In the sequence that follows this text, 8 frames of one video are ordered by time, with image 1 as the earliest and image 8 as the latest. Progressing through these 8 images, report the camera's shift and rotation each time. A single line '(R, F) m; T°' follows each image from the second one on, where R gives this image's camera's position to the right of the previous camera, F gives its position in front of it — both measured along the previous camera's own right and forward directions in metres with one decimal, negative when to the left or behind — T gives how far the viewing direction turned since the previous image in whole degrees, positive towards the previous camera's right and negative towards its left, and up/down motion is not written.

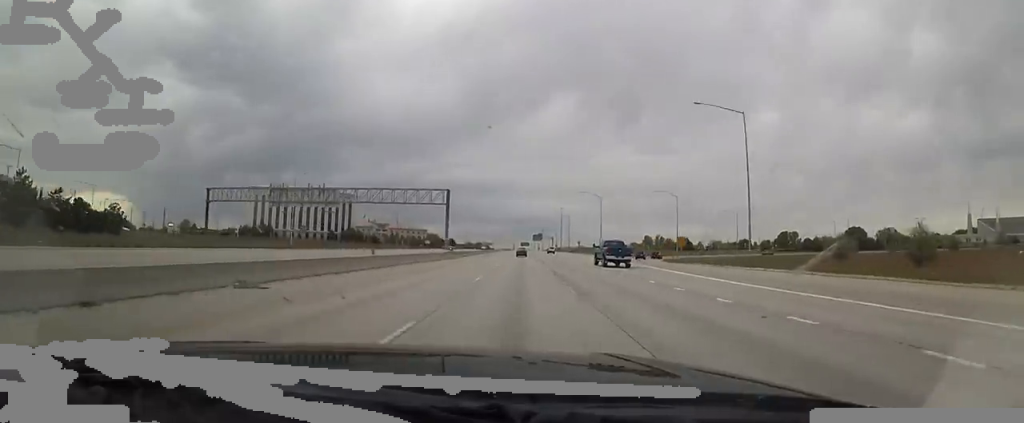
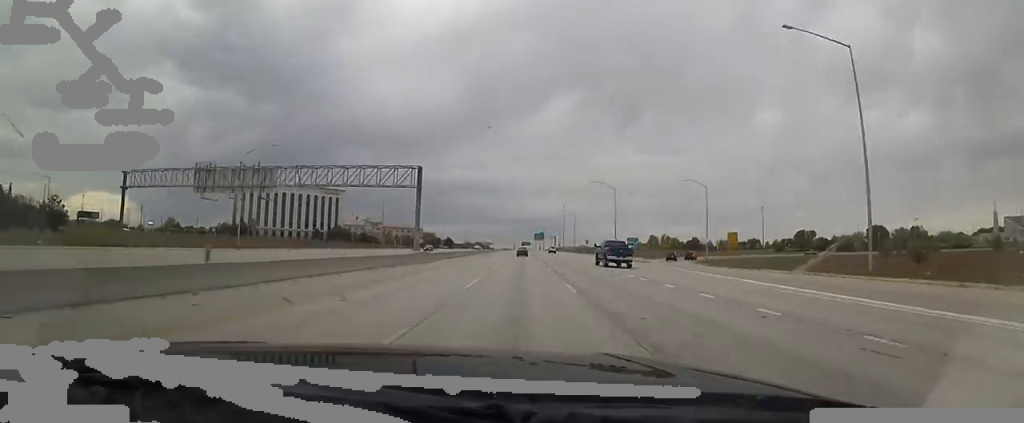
(0.0, +18.0) m; +2°
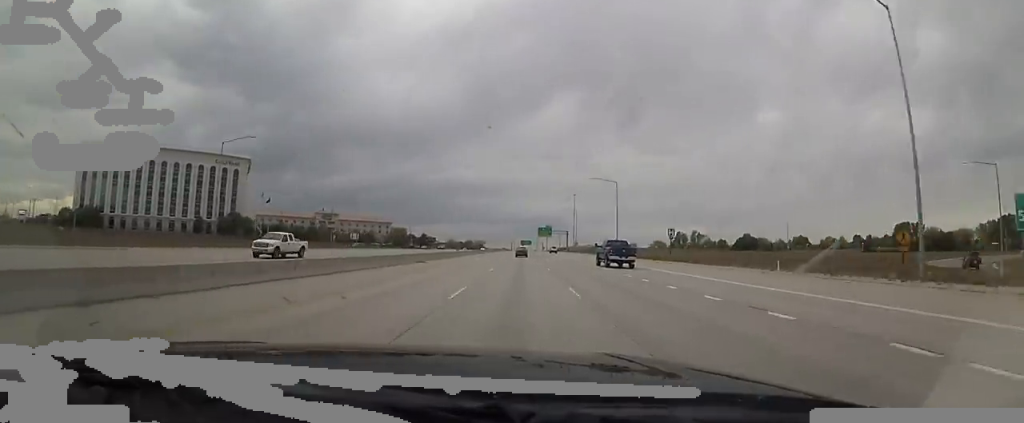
(+2.6, +76.0) m; +1°
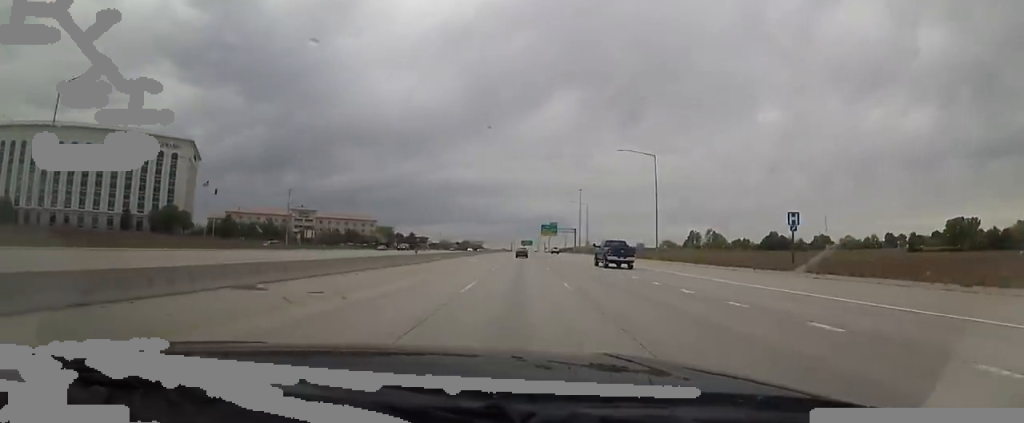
(+0.2, +25.1) m; +1°
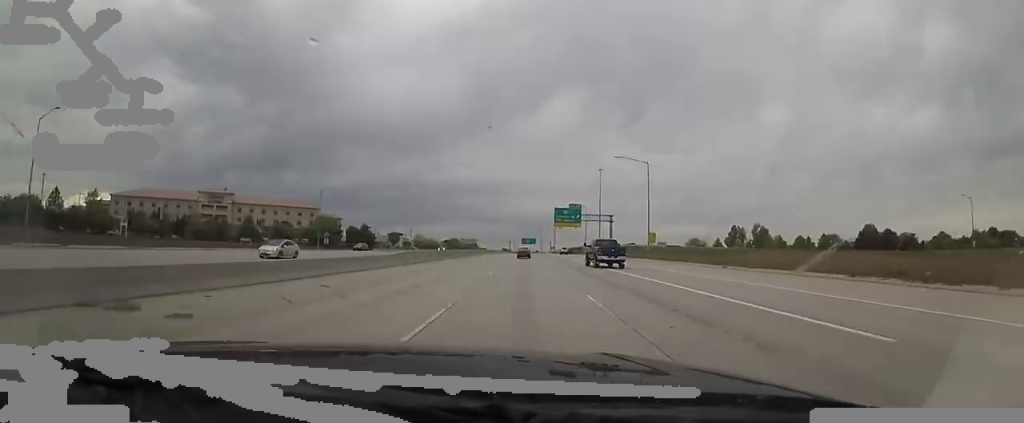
(-0.9, +63.4) m; -1°
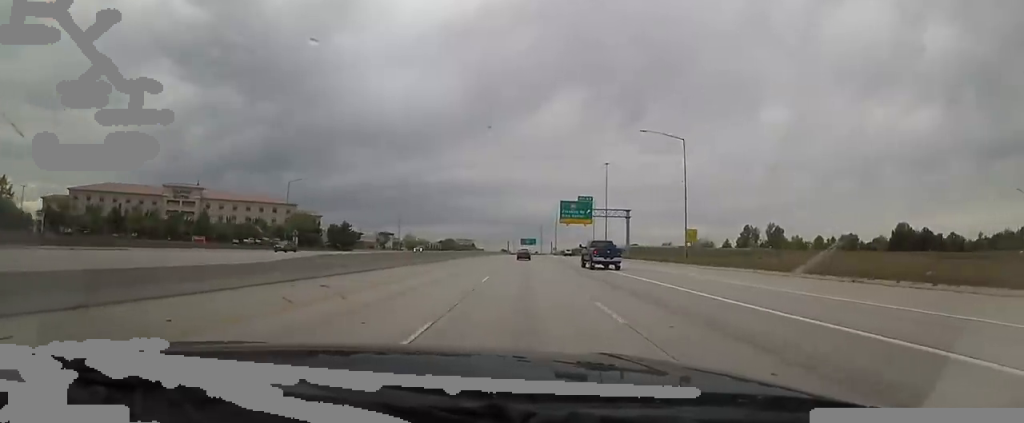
(-0.1, +16.5) m; +1°
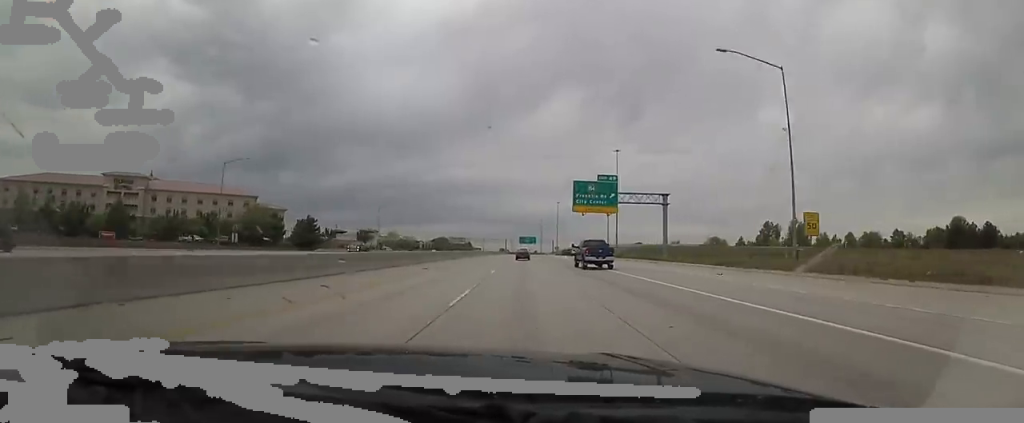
(+0.9, +24.2) m; +1°
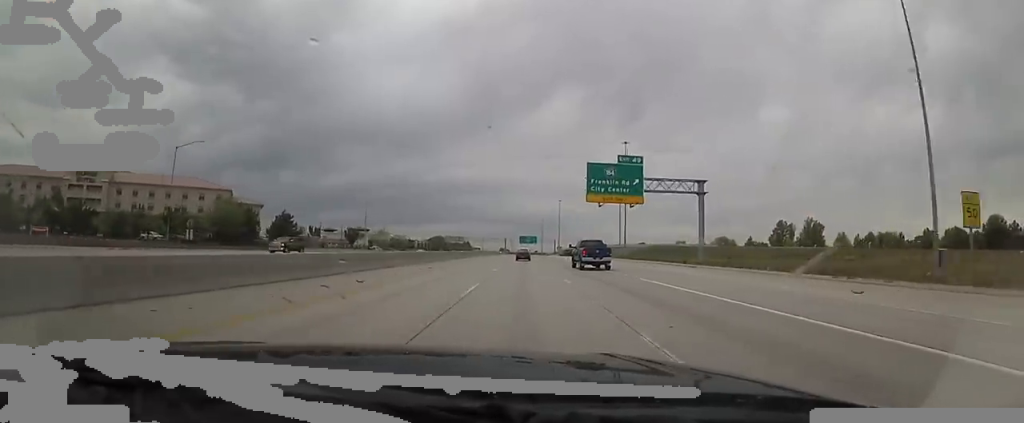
(-0.2, +12.9) m; 0°
